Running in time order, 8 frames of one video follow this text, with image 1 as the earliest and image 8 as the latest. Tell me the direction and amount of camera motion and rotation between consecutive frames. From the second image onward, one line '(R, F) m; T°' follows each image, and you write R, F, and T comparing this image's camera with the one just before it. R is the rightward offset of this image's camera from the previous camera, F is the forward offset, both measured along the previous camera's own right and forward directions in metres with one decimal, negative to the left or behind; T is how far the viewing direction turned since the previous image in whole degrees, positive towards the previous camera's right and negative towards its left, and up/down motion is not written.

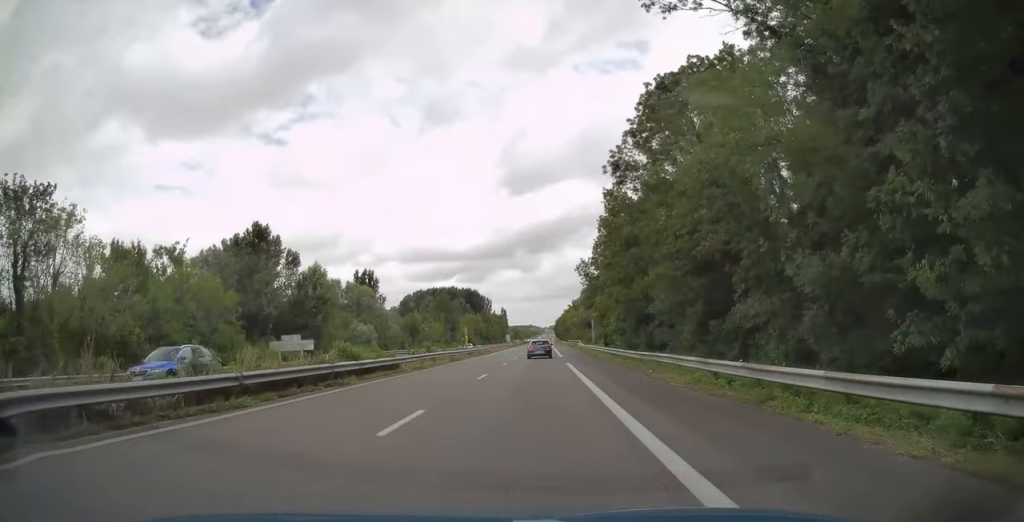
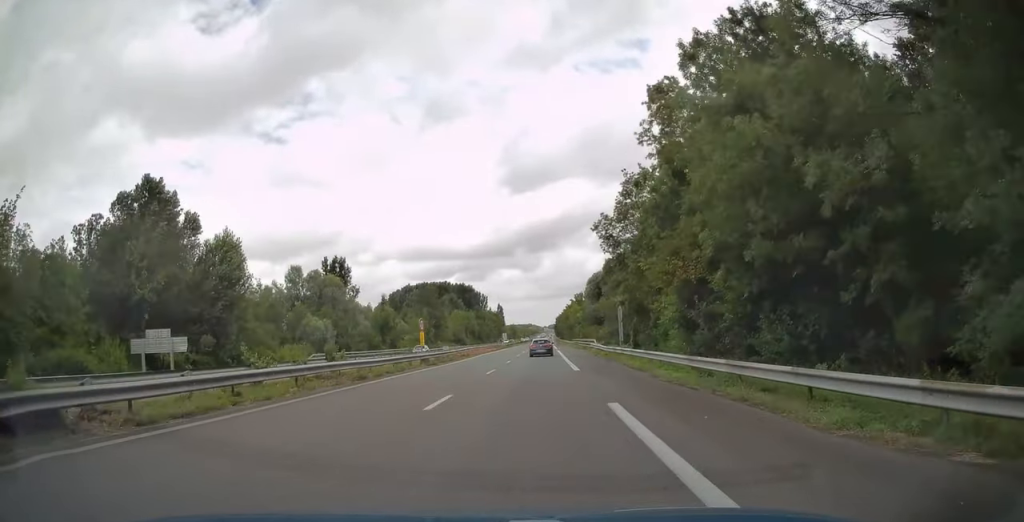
(-0.1, +22.6) m; 0°
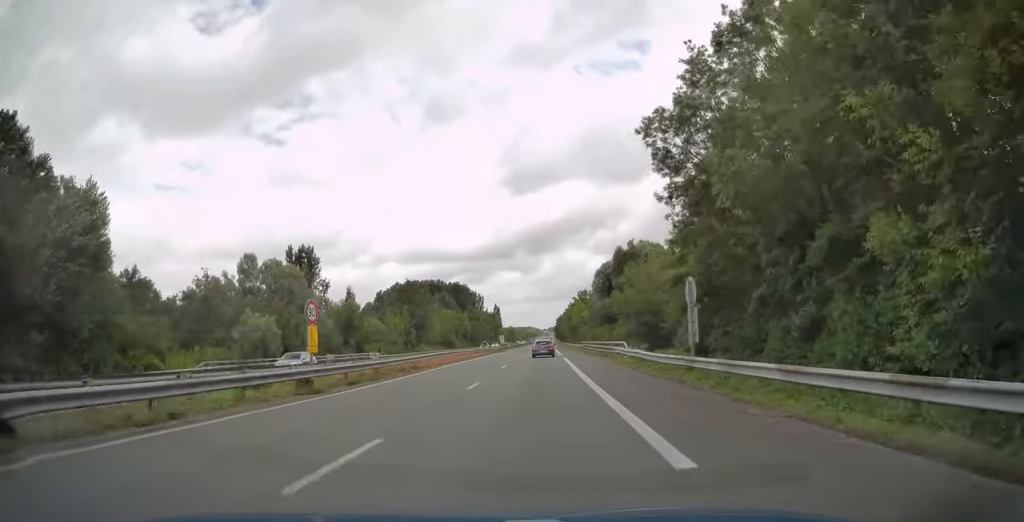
(0.0, +19.4) m; 0°
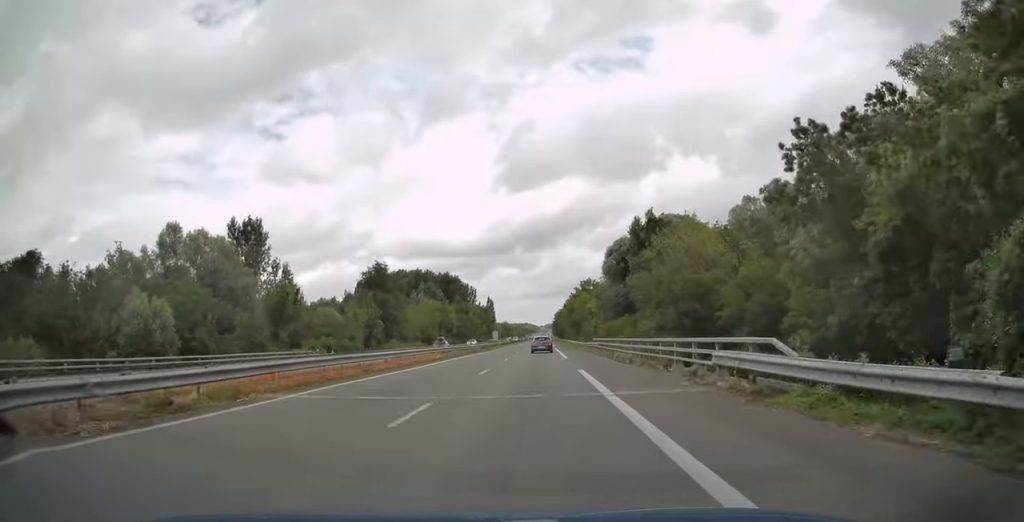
(0.0, +22.1) m; 0°
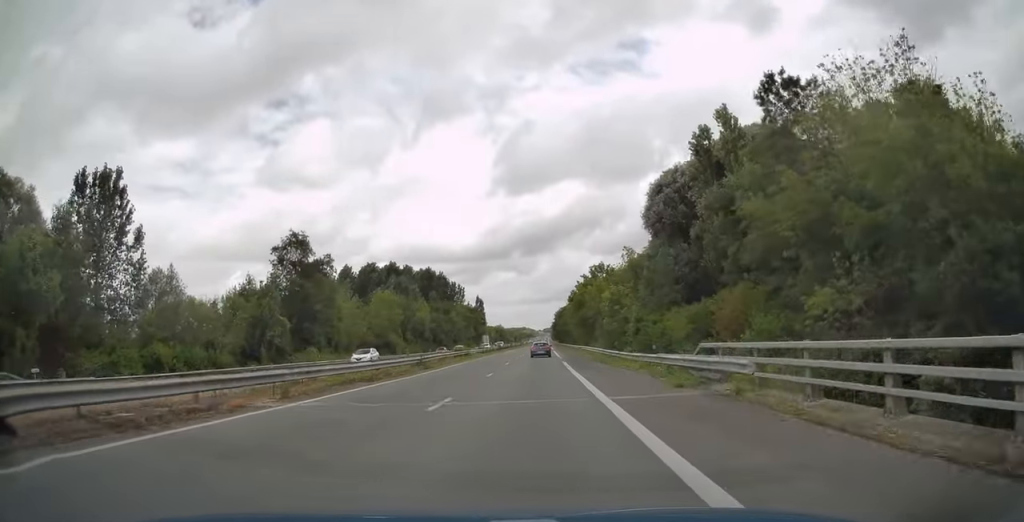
(+0.1, +35.9) m; 0°
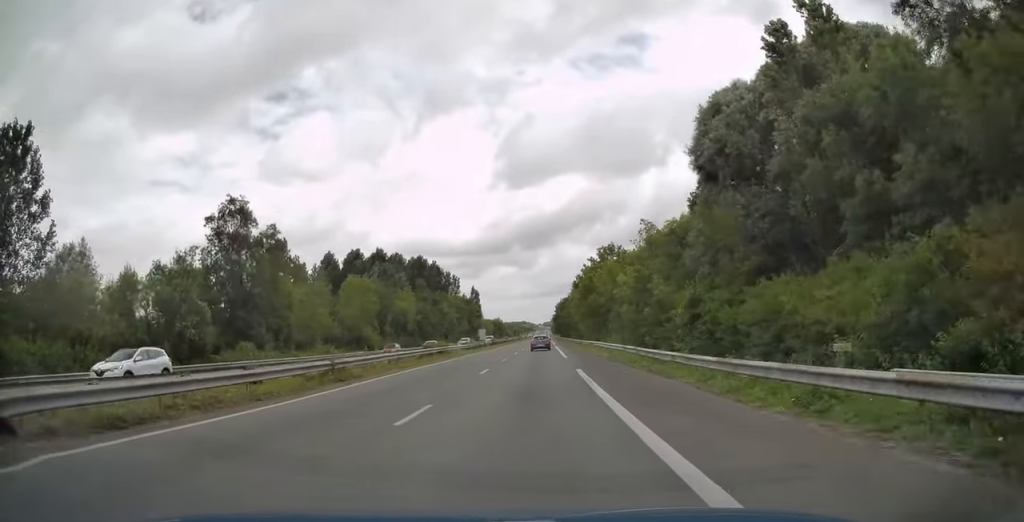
(-0.1, +15.6) m; 0°
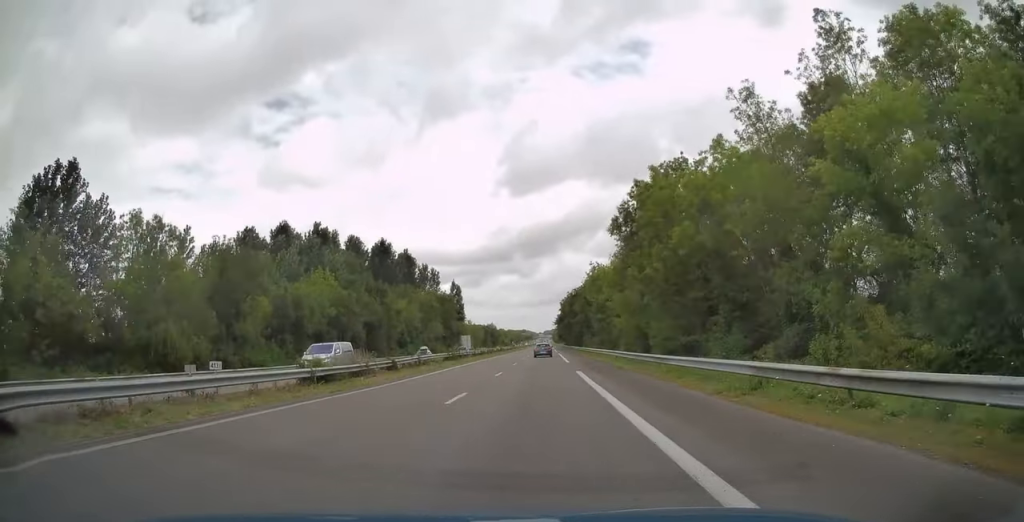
(+0.1, +47.7) m; 0°
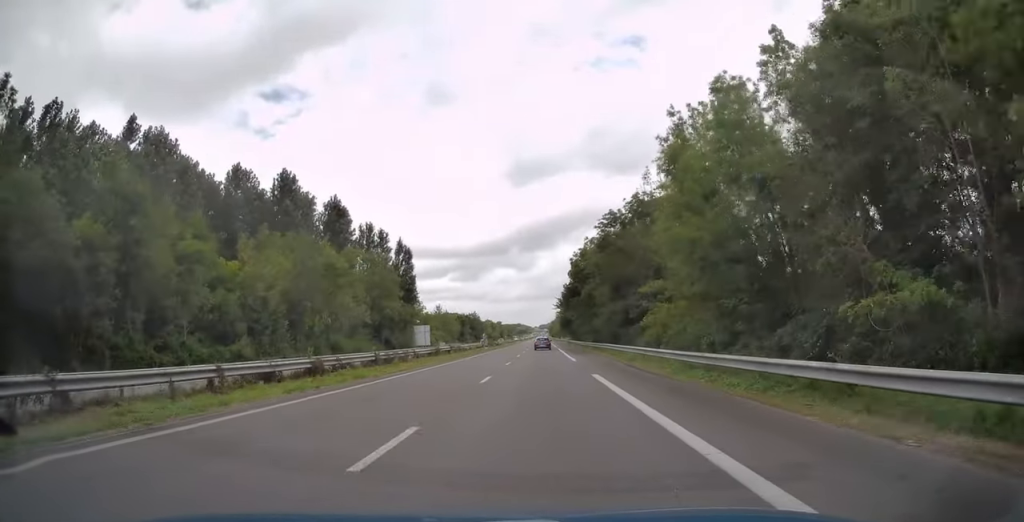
(0.0, +59.6) m; 0°
